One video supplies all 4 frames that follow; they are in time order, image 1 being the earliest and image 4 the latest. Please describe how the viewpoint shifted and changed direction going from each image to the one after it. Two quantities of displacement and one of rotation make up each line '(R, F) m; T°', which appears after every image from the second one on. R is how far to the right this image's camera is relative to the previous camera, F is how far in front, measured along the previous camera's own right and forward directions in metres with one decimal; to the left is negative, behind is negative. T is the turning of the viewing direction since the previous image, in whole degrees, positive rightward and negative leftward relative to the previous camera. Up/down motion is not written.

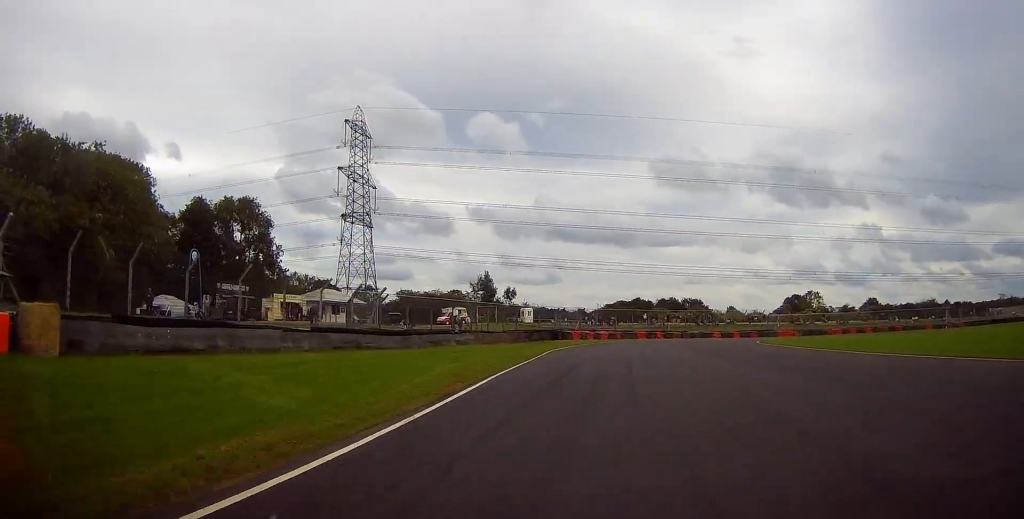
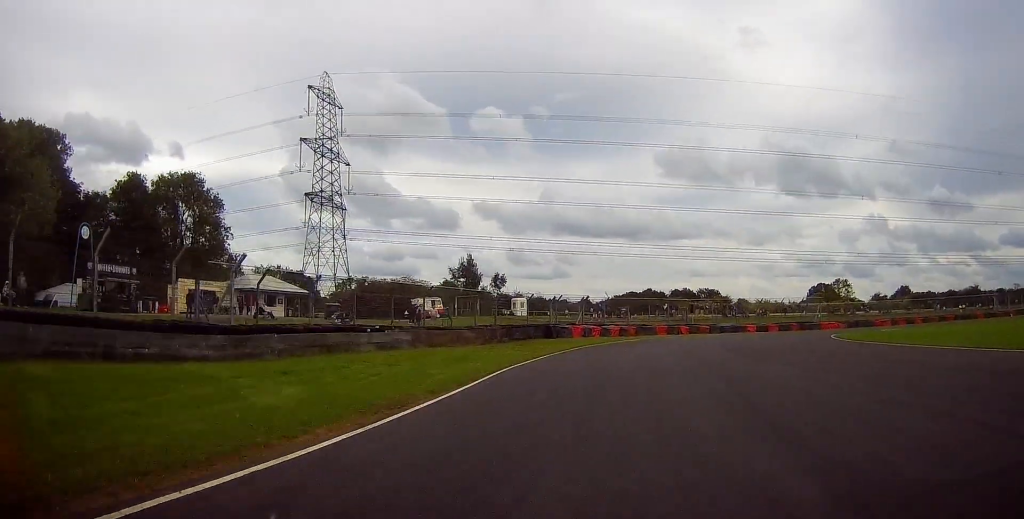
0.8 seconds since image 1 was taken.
(-0.5, +19.9) m; +1°
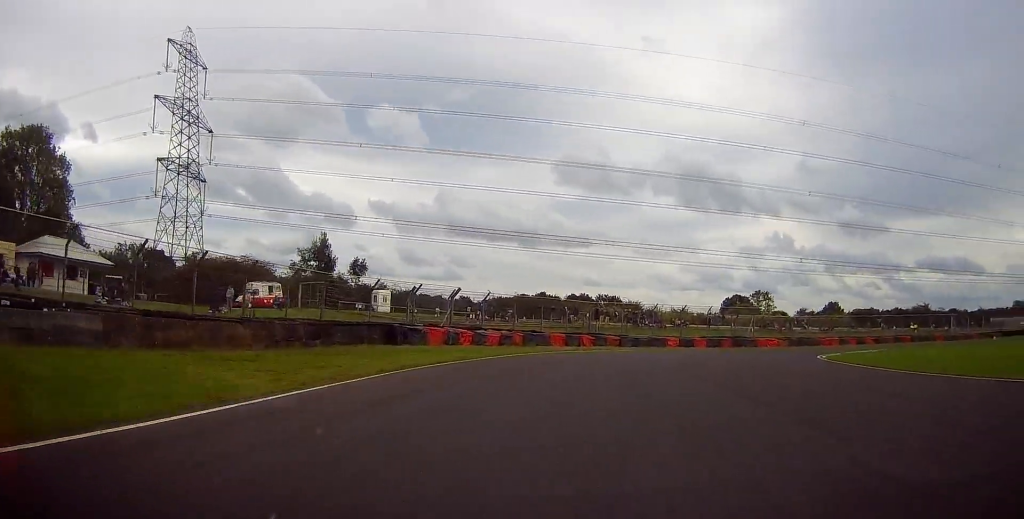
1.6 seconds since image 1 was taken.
(0.0, +17.9) m; +6°
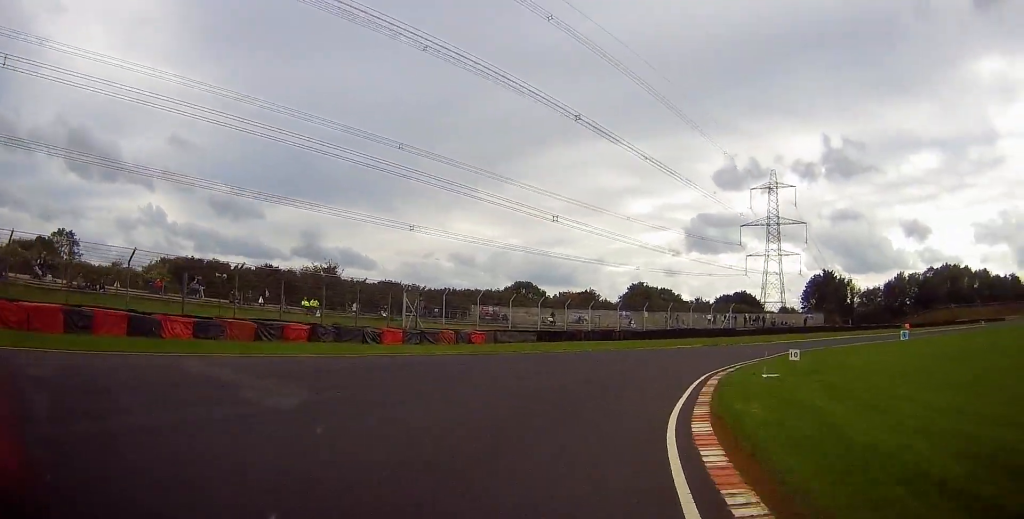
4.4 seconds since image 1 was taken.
(+25.8, +55.5) m; +53°
